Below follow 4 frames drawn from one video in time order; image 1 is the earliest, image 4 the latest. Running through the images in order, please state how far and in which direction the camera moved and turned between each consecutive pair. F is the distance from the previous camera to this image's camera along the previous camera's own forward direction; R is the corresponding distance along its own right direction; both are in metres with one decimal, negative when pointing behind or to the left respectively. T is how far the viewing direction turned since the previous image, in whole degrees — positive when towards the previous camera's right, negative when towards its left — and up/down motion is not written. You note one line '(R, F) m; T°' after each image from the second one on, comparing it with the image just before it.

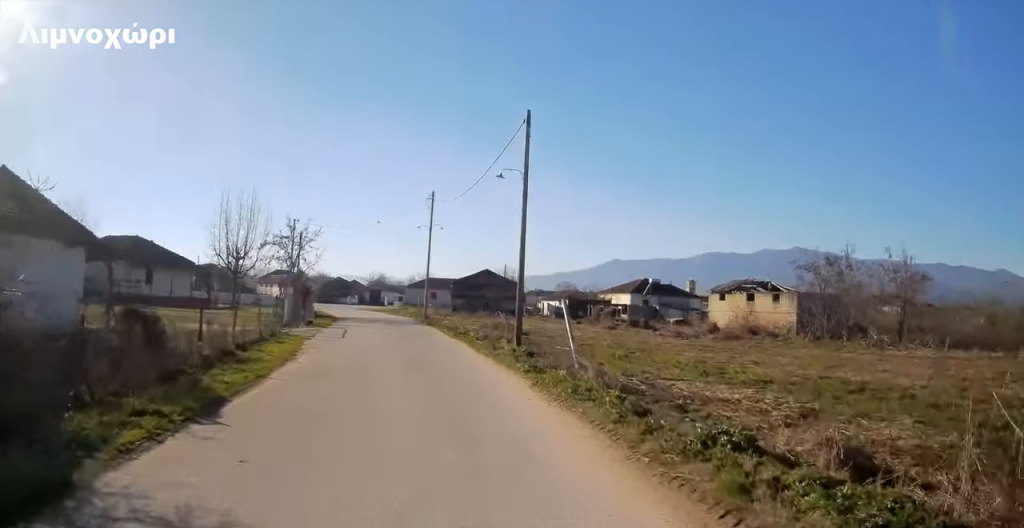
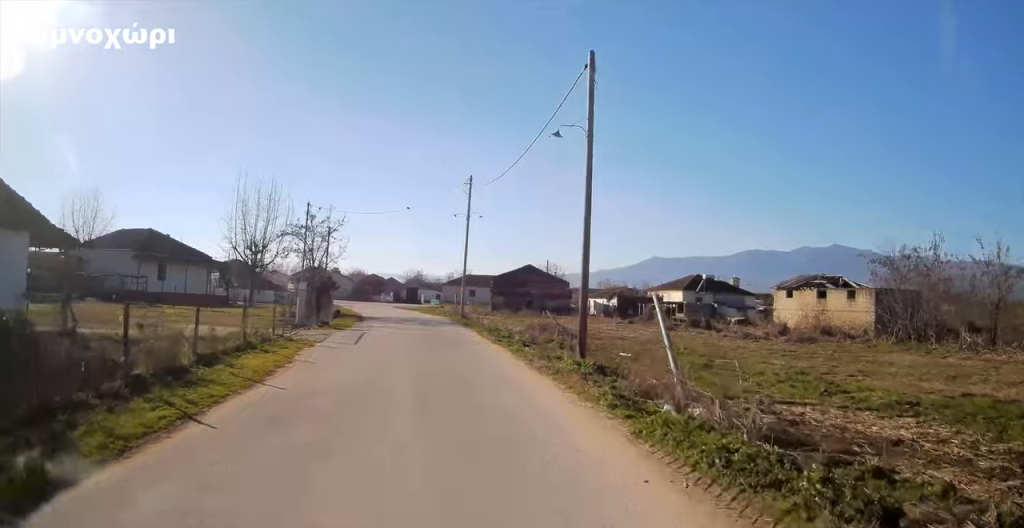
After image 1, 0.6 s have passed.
(-0.1, +4.9) m; -3°
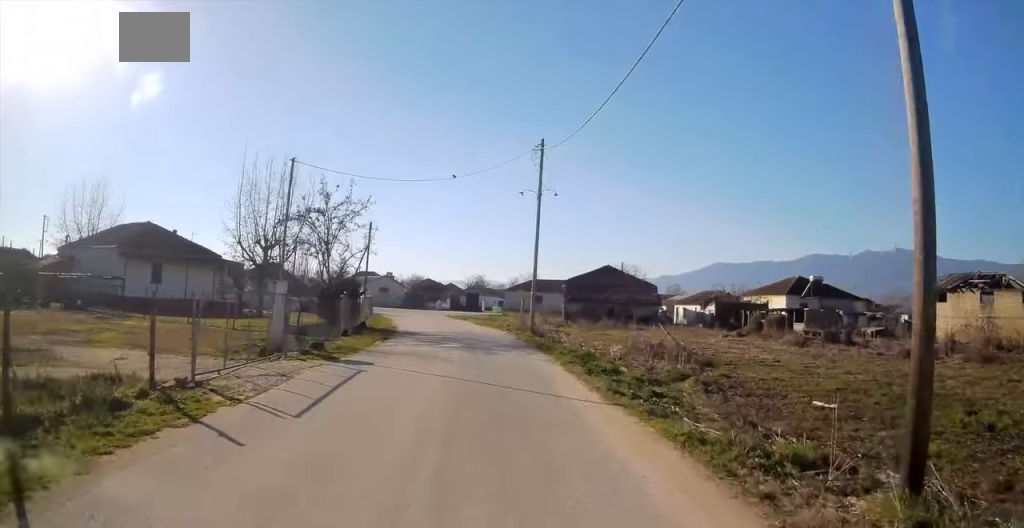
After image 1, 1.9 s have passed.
(-0.6, +10.3) m; -8°
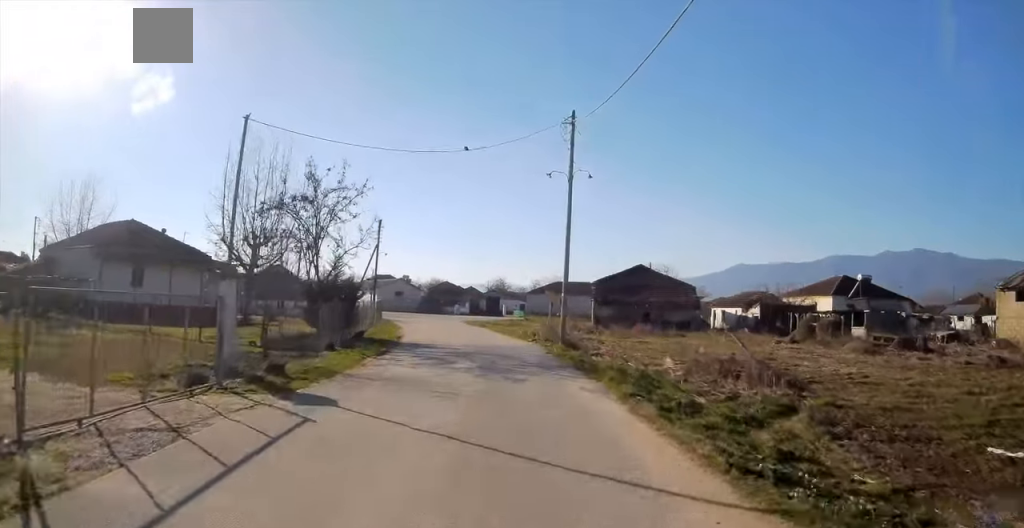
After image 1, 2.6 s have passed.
(-0.2, +4.7) m; -4°
